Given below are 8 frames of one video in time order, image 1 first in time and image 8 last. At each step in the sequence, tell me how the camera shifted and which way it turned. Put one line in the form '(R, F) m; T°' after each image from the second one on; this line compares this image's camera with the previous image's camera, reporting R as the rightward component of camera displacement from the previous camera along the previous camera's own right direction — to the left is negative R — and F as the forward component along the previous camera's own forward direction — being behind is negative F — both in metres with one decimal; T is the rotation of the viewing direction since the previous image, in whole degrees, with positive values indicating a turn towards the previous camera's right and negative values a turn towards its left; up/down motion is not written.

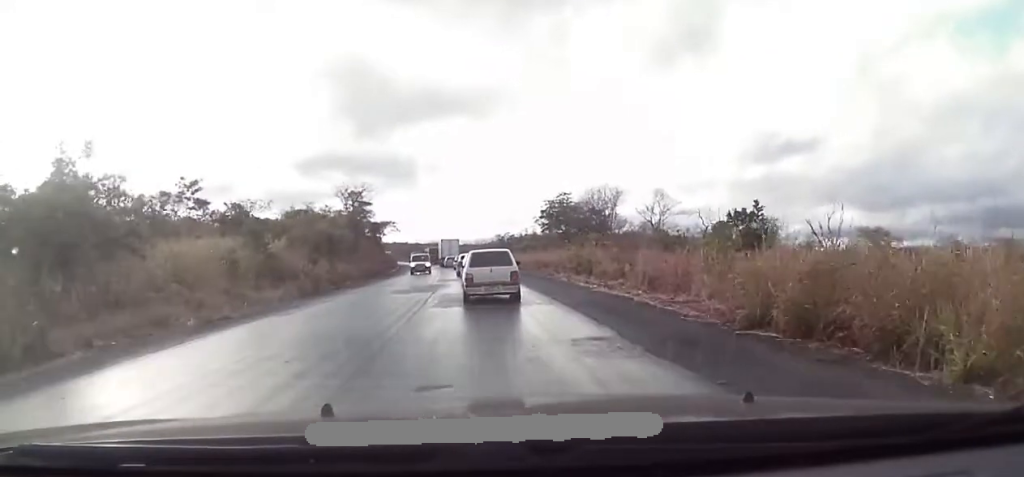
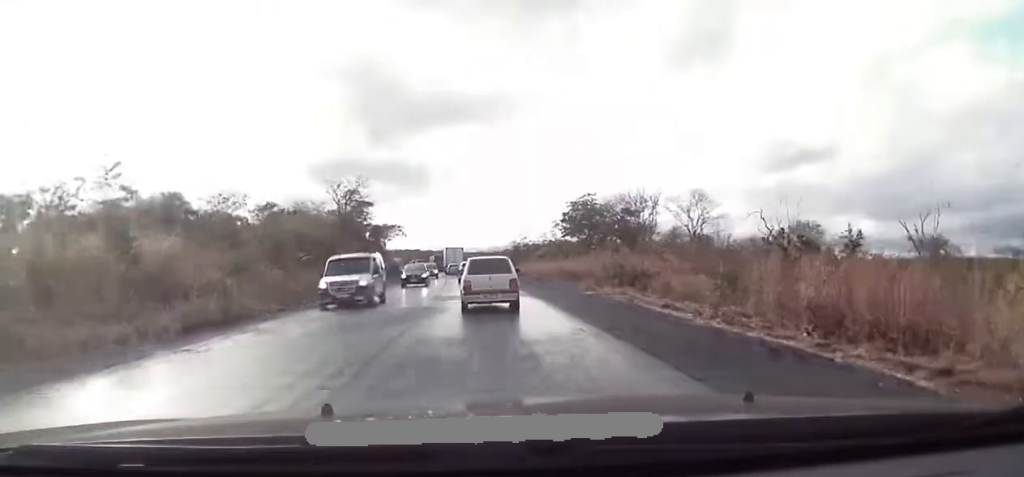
(+0.1, +12.1) m; 0°
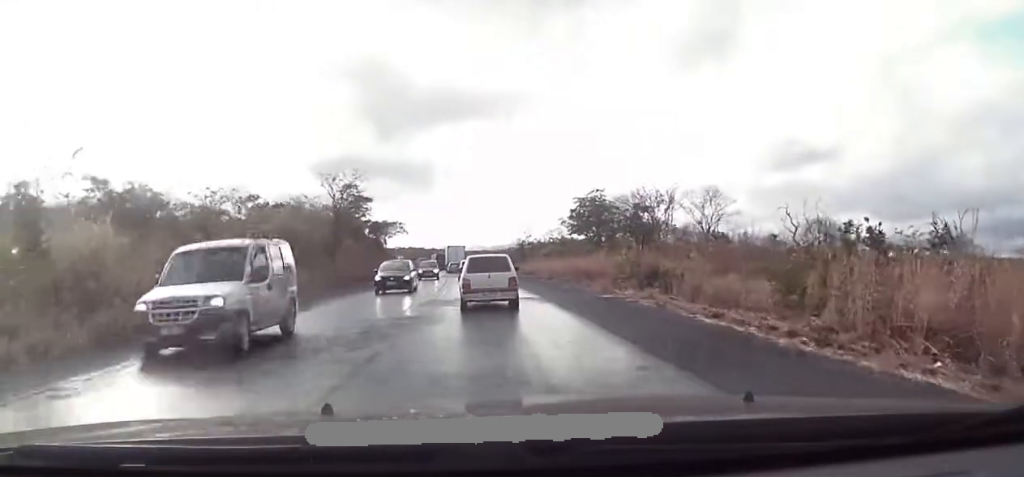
(-0.2, +4.0) m; 0°
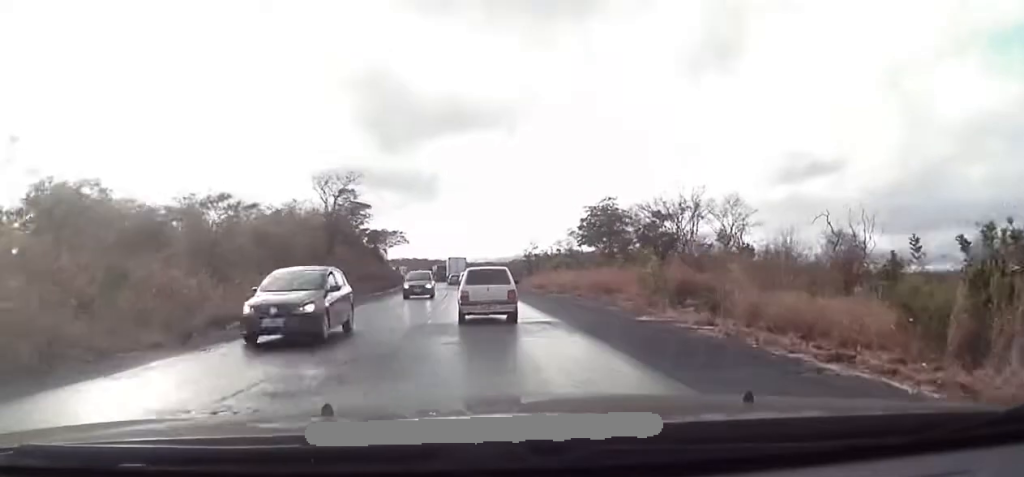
(+0.3, +5.4) m; 0°
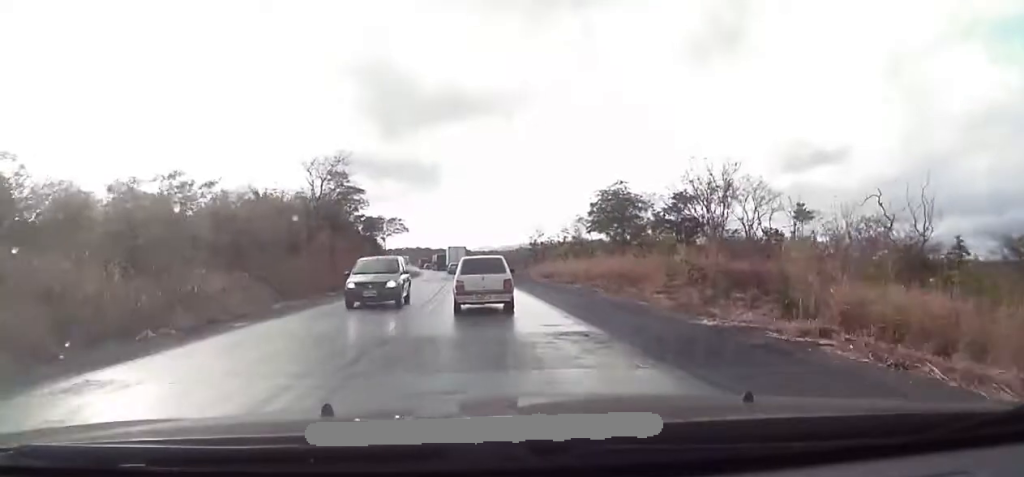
(0.0, +5.7) m; -1°
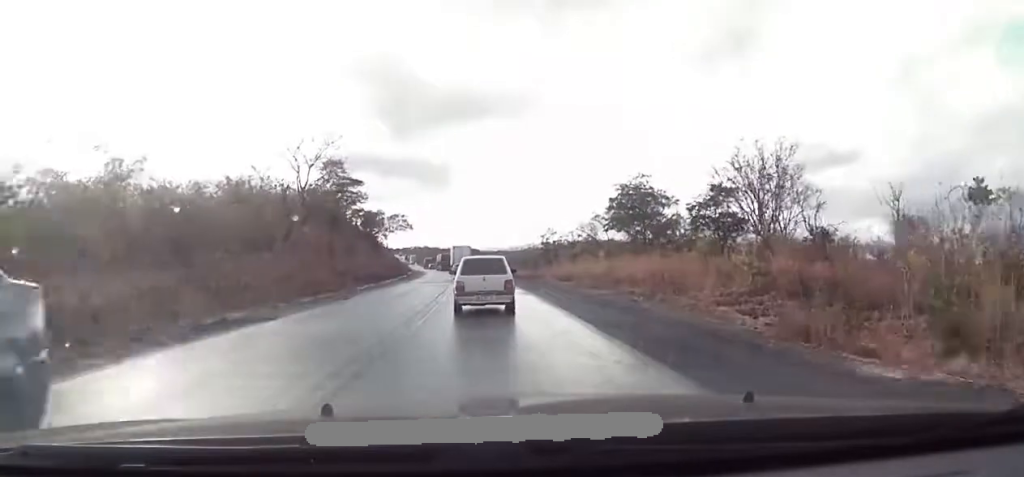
(-0.2, +6.6) m; -2°
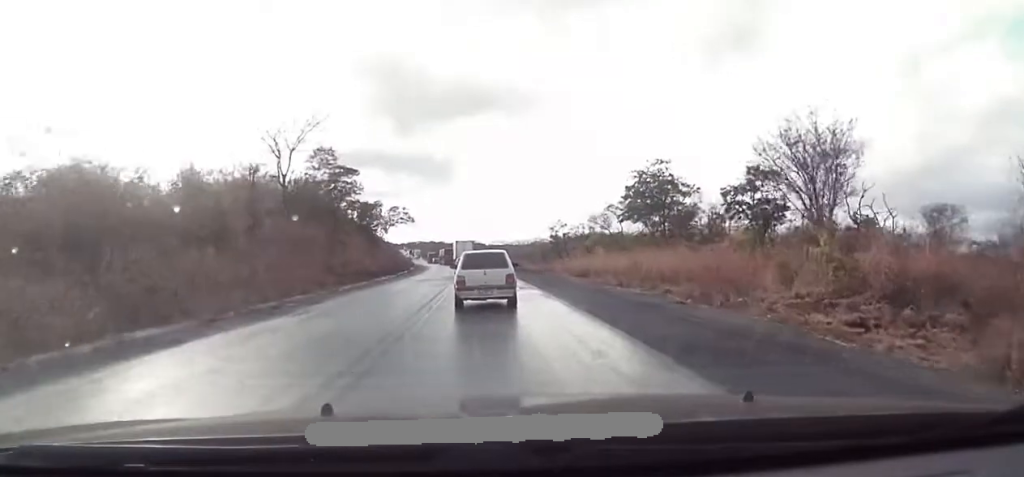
(0.0, +5.7) m; 0°
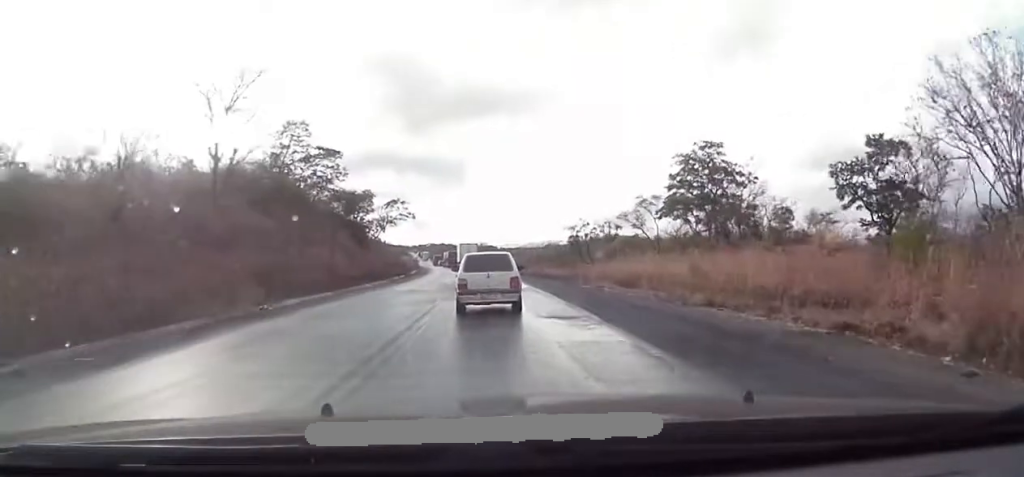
(0.0, +12.5) m; 0°
